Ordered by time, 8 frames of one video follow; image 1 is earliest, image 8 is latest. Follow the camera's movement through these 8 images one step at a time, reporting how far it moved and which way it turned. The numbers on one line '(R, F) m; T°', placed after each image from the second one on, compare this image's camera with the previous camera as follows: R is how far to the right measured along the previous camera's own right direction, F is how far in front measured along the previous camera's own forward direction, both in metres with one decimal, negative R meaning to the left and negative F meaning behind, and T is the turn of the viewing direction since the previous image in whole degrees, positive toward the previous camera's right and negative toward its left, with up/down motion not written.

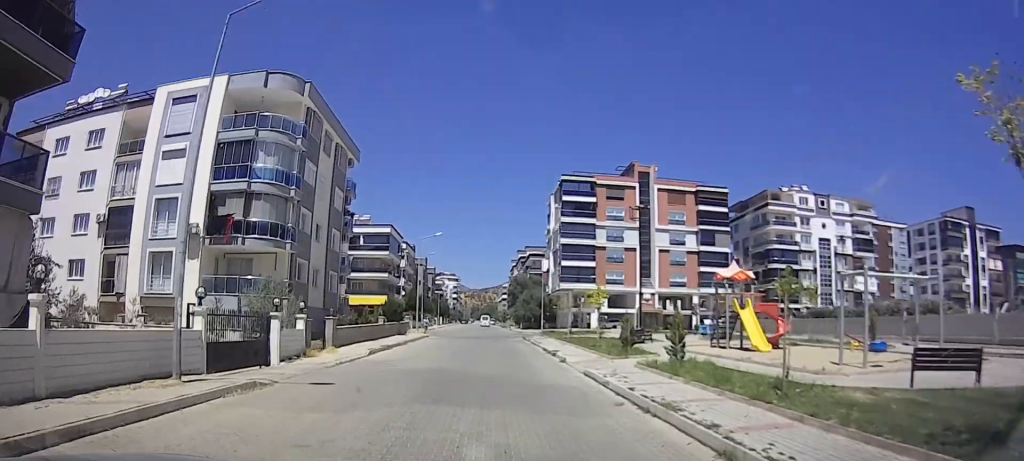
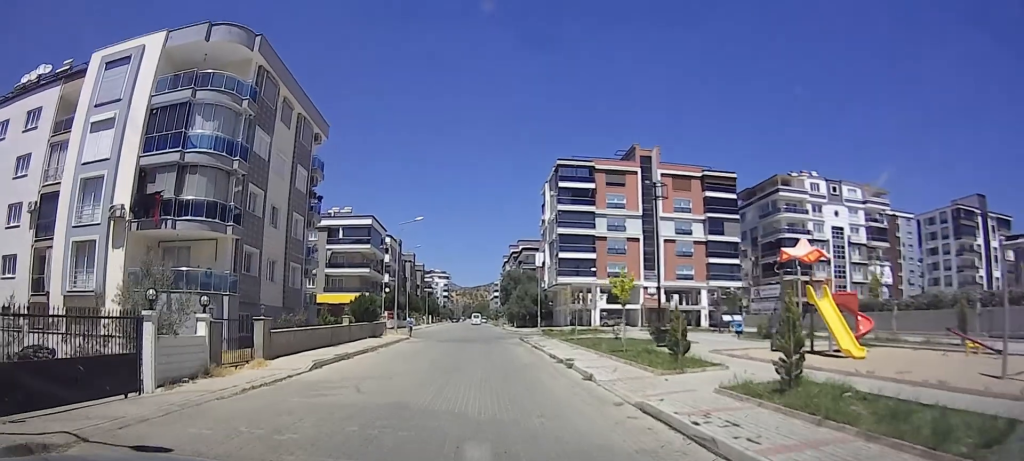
(+0.1, +6.4) m; +3°
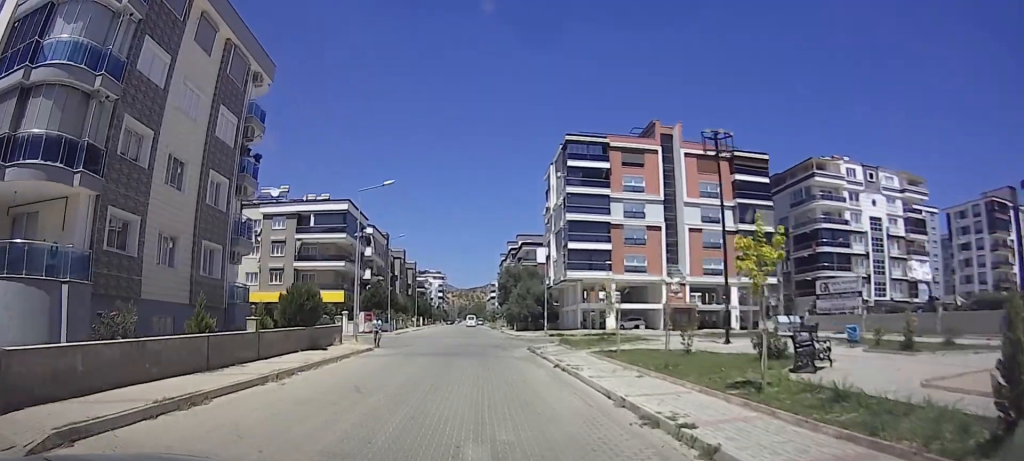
(+0.4, +11.1) m; -3°
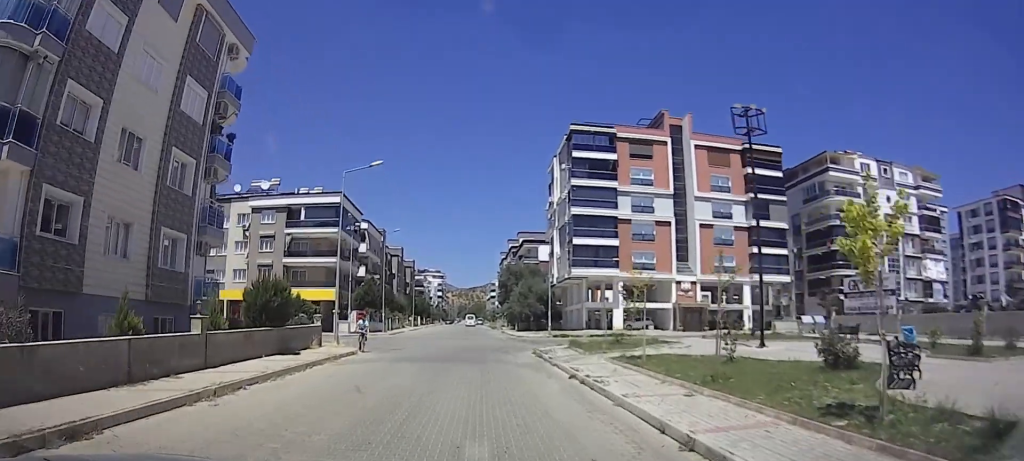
(-0.2, +3.3) m; -3°
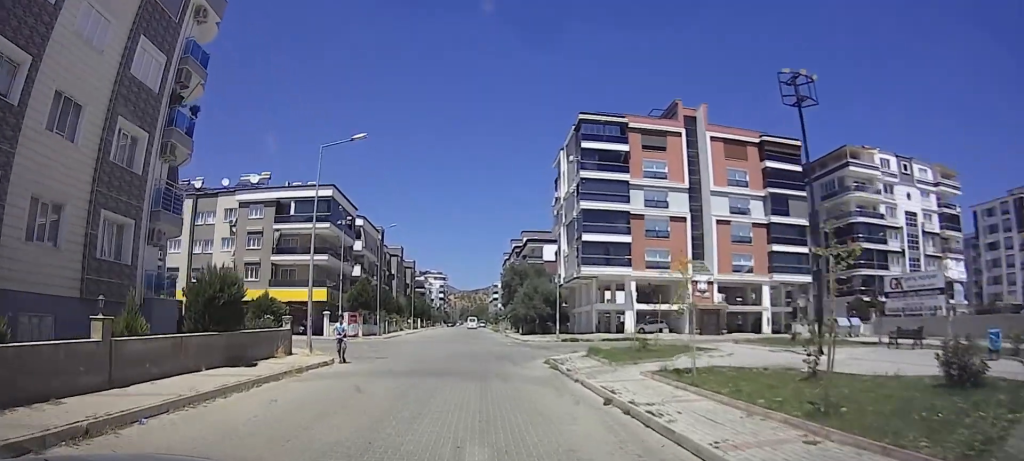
(-0.1, +4.4) m; +3°
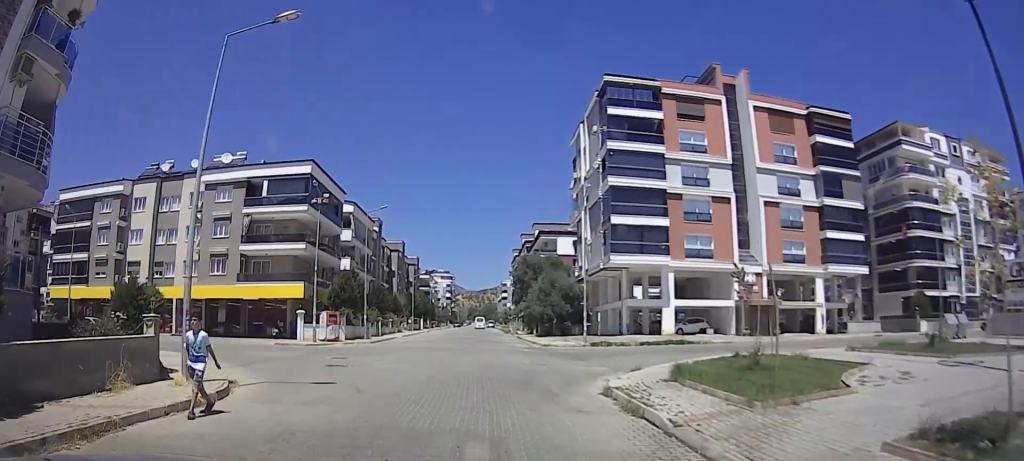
(+0.8, +9.9) m; +5°
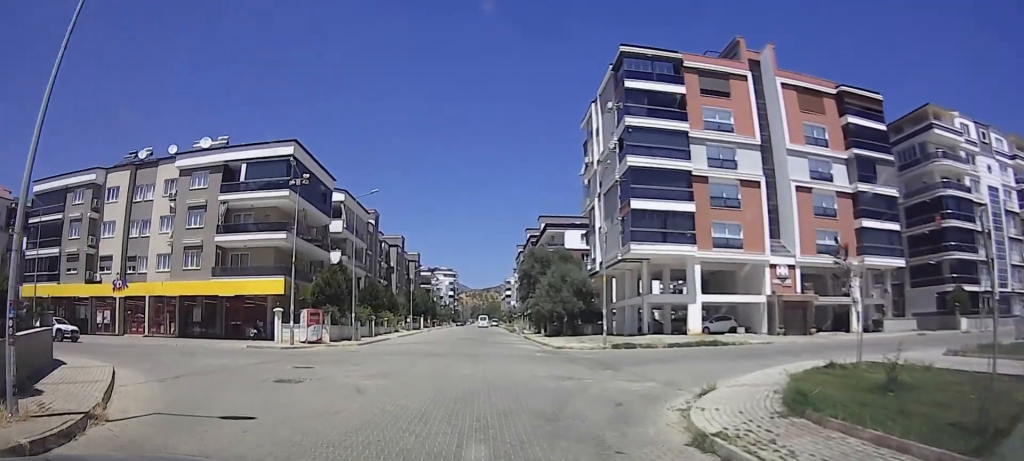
(-0.1, +5.2) m; -3°
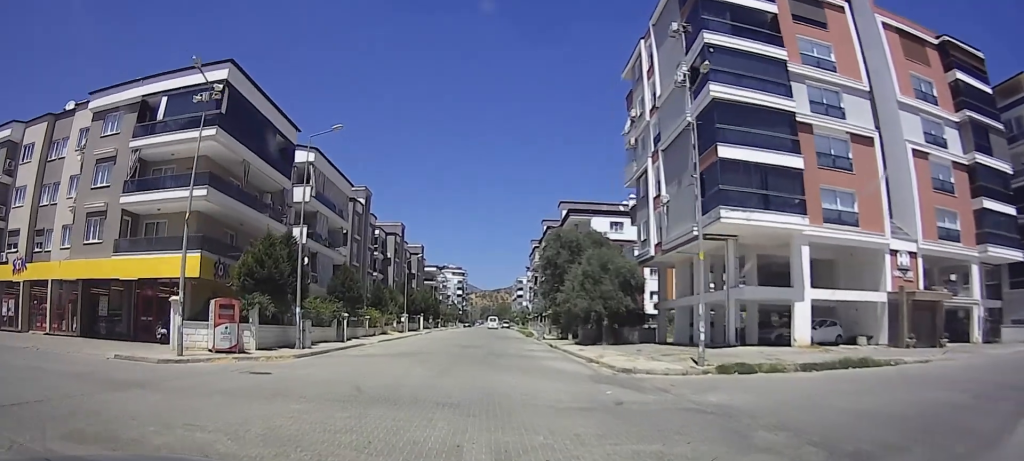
(-0.4, +12.5) m; +4°
